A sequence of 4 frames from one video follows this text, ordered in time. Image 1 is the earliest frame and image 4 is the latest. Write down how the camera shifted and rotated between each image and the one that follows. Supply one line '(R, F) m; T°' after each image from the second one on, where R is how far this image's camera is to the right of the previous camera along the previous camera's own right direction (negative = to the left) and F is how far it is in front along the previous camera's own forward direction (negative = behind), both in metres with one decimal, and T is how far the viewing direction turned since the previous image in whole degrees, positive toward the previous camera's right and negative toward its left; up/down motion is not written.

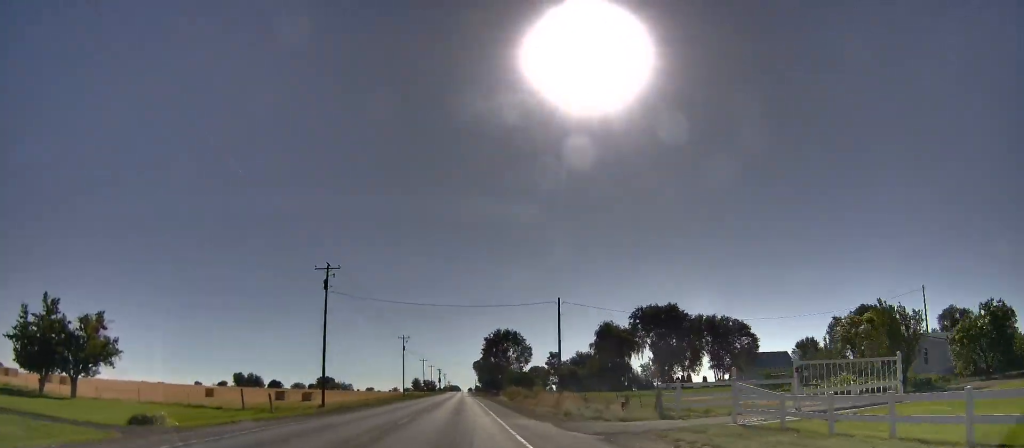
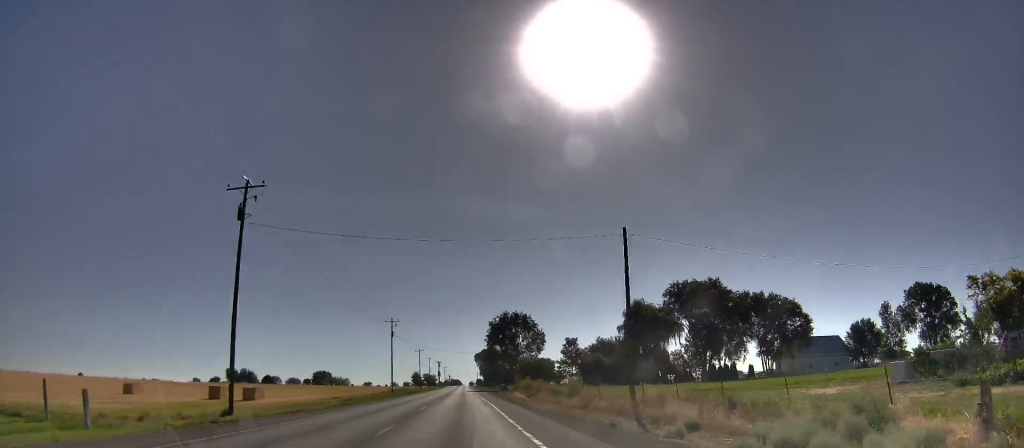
(+0.6, +21.8) m; 0°
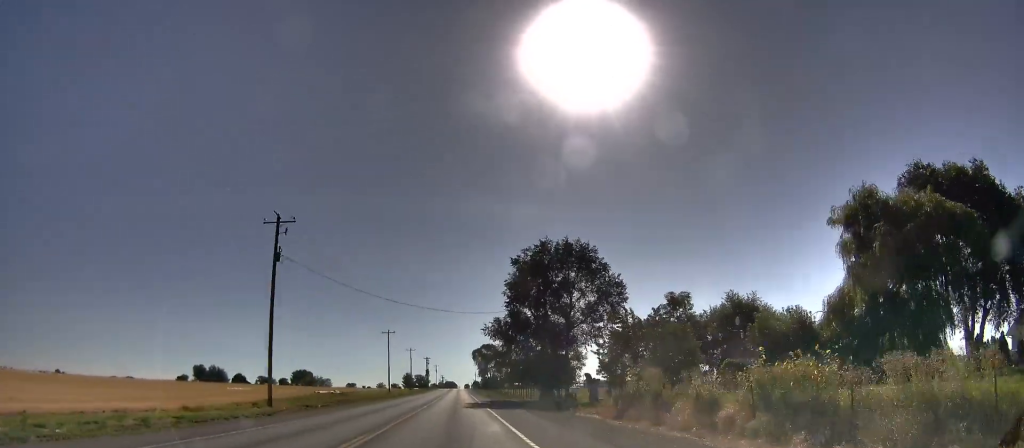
(-2.5, +63.7) m; -2°
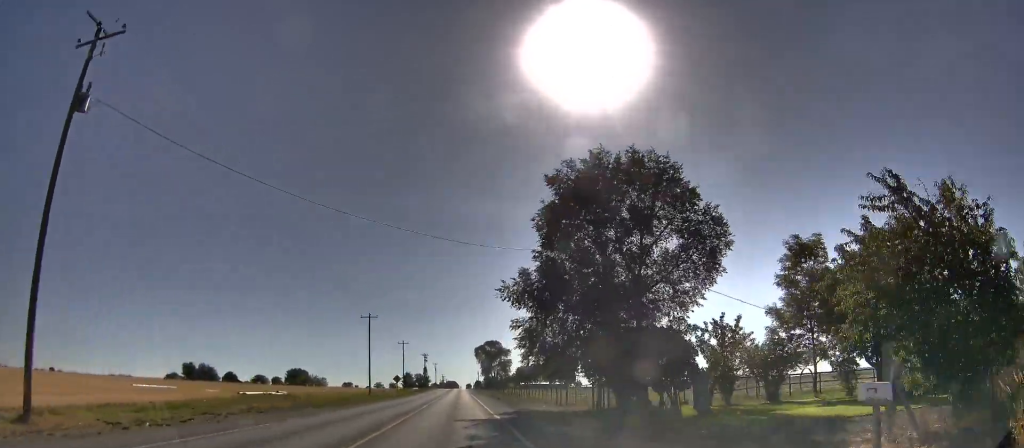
(0.0, +24.1) m; 0°
